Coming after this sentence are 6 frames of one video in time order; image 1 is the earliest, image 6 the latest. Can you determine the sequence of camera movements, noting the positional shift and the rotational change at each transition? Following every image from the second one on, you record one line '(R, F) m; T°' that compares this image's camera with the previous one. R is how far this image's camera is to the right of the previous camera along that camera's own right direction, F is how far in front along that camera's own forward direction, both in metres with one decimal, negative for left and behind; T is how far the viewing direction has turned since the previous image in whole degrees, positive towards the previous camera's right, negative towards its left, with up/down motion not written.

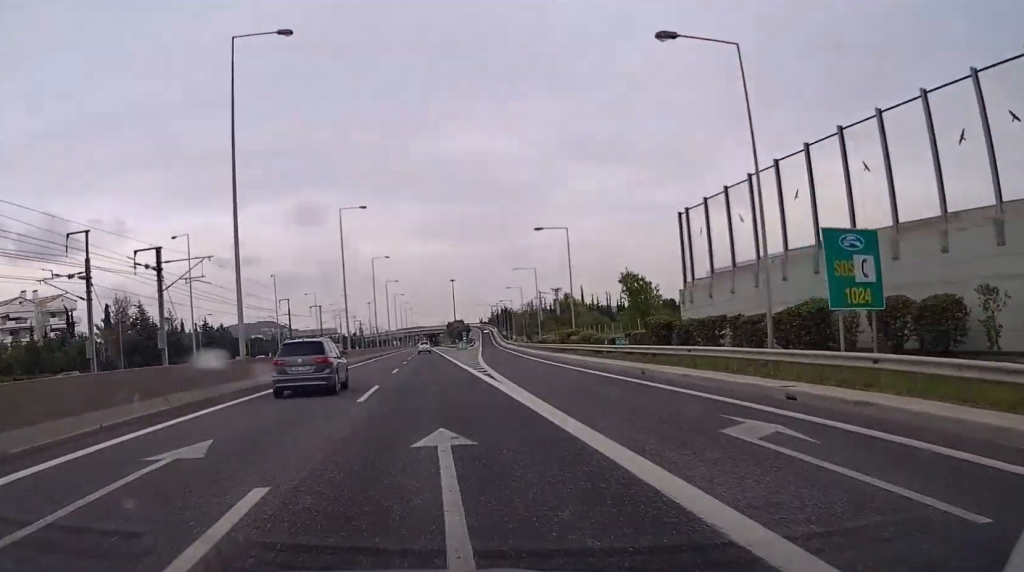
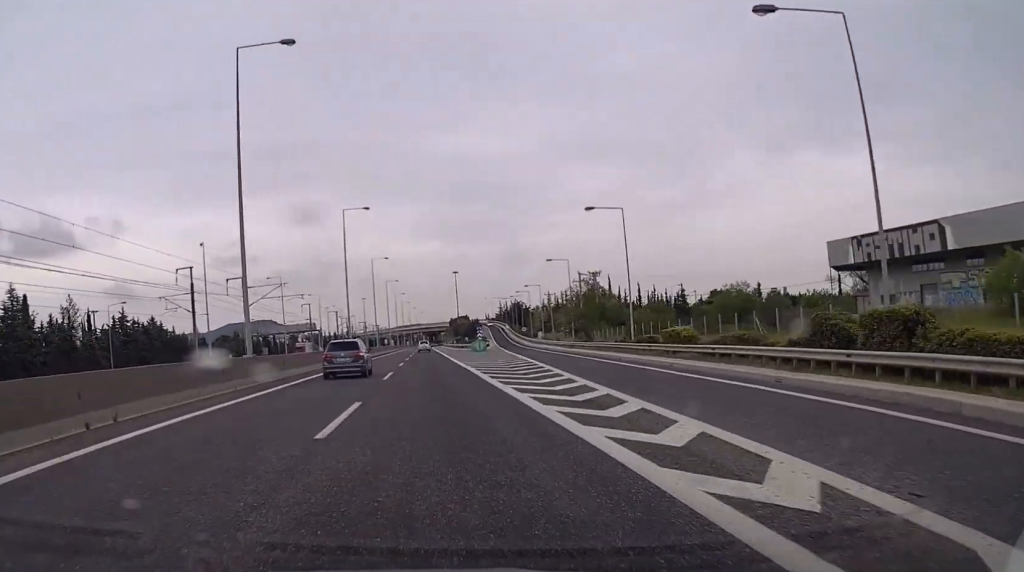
(+0.1, +43.9) m; 0°
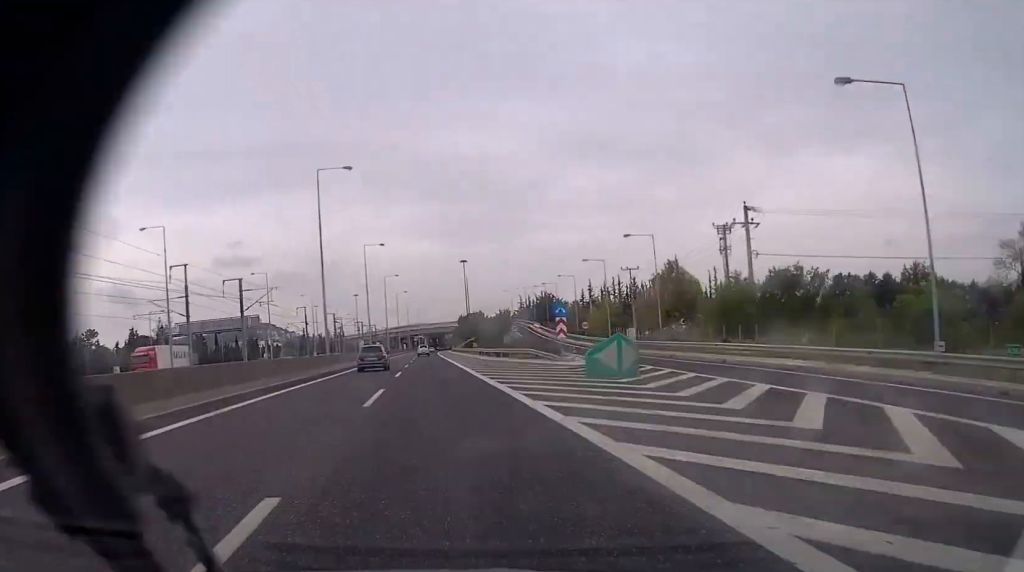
(0.0, +66.7) m; 0°
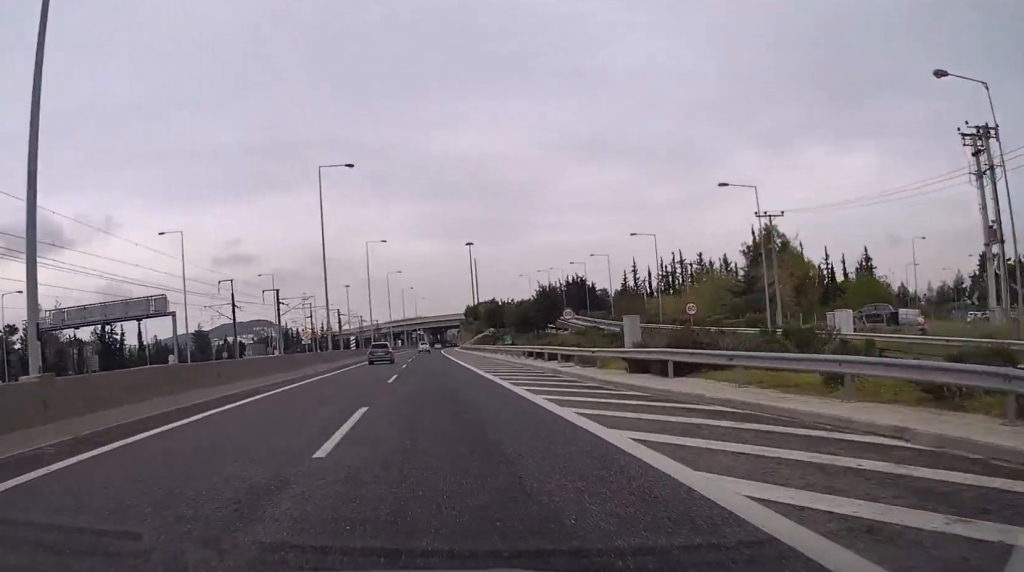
(0.0, +44.8) m; 0°
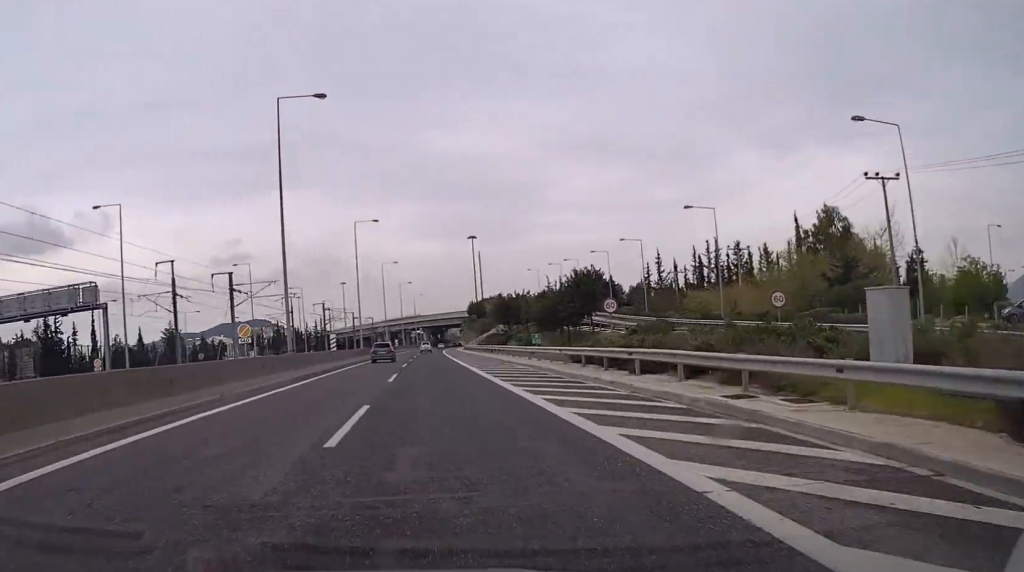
(-0.1, +17.9) m; 0°
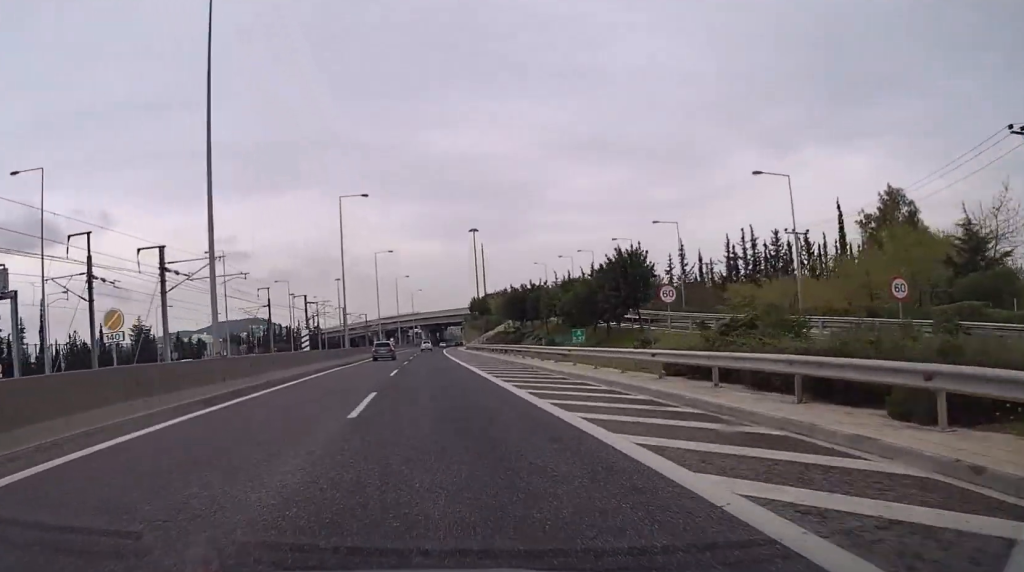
(0.0, +13.9) m; 0°
